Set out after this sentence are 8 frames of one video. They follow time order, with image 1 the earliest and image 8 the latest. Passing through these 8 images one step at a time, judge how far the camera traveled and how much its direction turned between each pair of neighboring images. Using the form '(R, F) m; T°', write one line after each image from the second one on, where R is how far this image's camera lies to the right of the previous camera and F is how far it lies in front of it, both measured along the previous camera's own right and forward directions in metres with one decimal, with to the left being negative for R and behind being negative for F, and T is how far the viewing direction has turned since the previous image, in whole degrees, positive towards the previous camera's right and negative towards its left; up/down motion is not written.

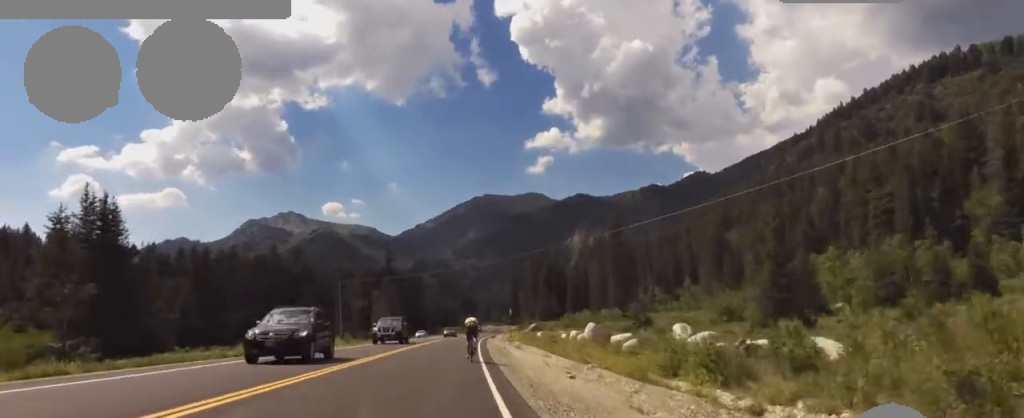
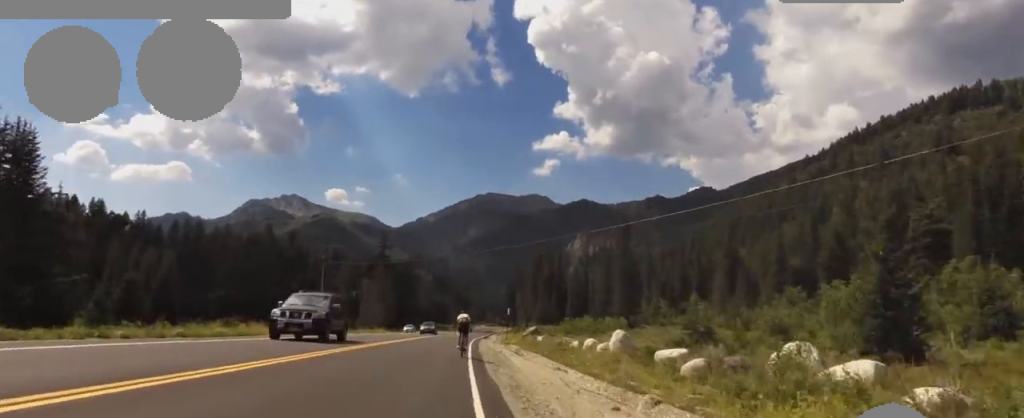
(+1.2, +8.0) m; 0°
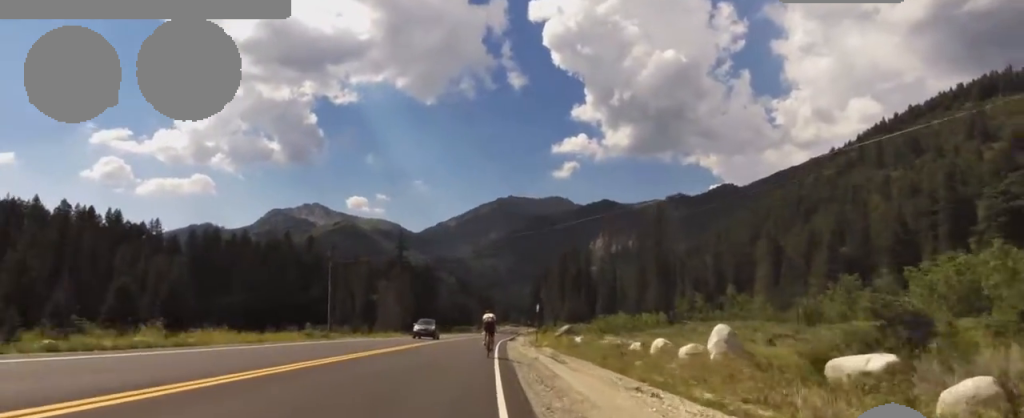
(-0.1, +8.5) m; -1°
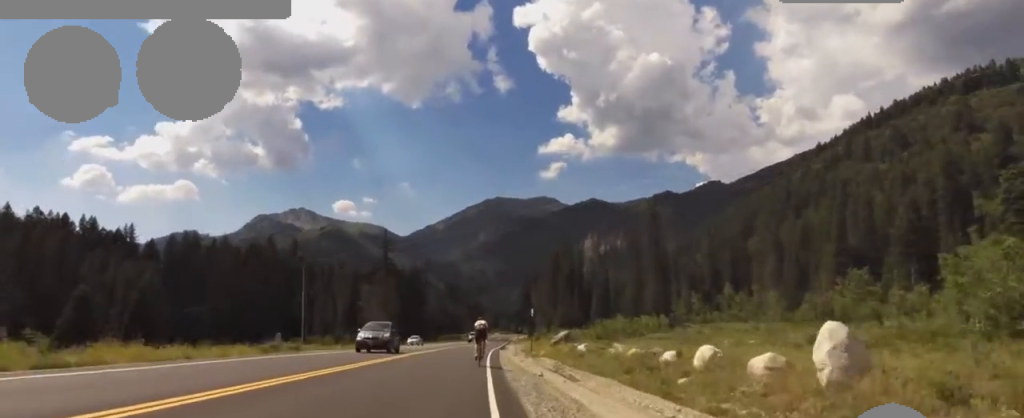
(-0.7, +5.9) m; -1°
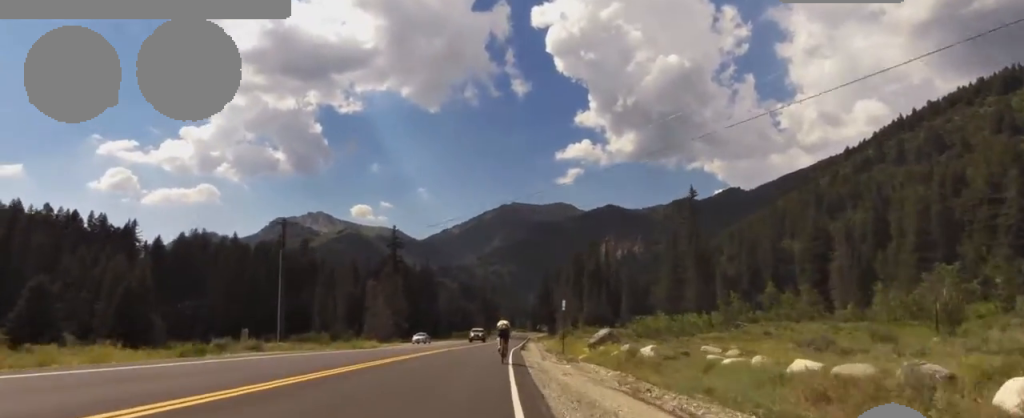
(+0.4, +12.8) m; -1°
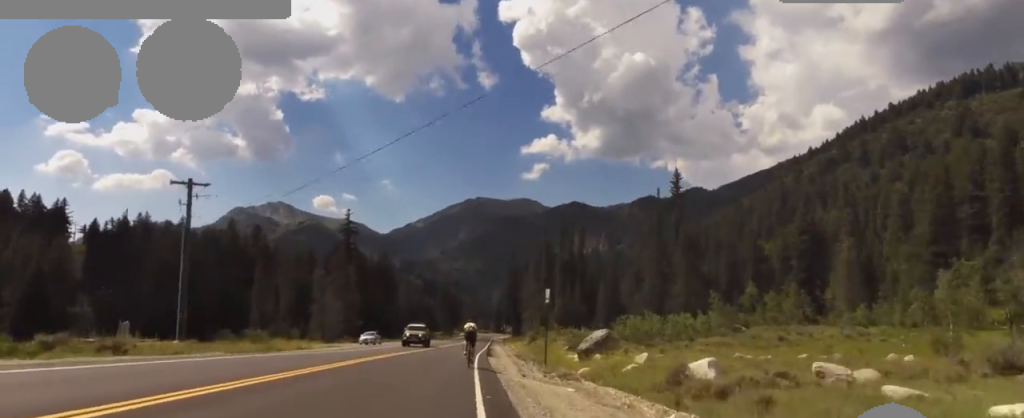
(-0.2, +10.5) m; +1°
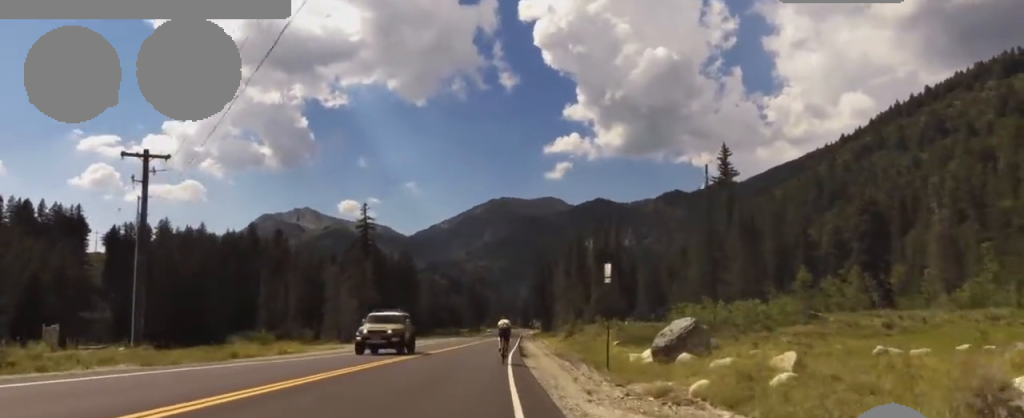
(-0.5, +9.1) m; +2°
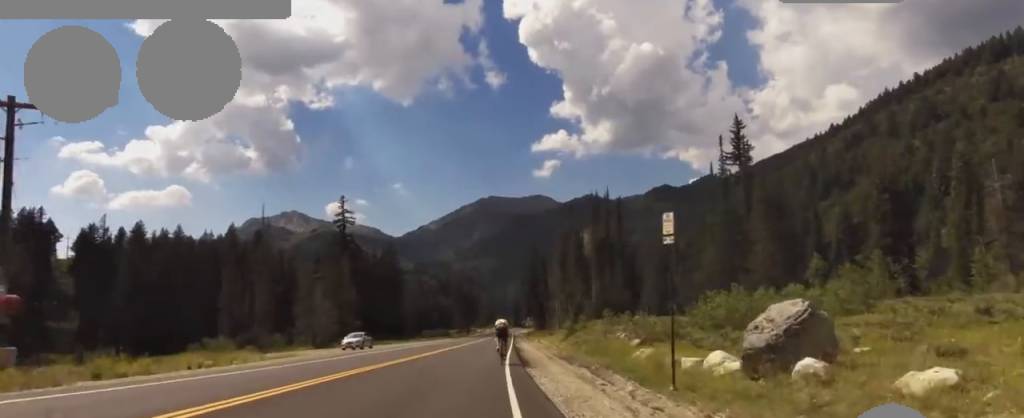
(+1.2, +8.6) m; 0°
